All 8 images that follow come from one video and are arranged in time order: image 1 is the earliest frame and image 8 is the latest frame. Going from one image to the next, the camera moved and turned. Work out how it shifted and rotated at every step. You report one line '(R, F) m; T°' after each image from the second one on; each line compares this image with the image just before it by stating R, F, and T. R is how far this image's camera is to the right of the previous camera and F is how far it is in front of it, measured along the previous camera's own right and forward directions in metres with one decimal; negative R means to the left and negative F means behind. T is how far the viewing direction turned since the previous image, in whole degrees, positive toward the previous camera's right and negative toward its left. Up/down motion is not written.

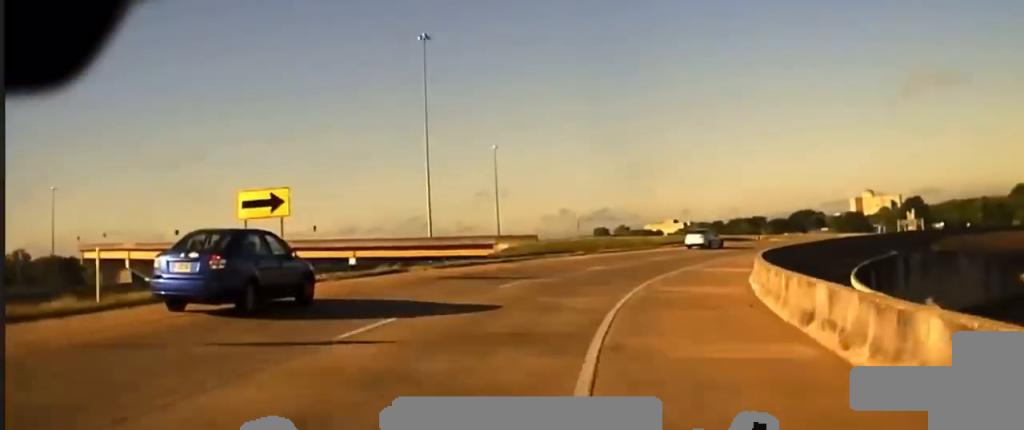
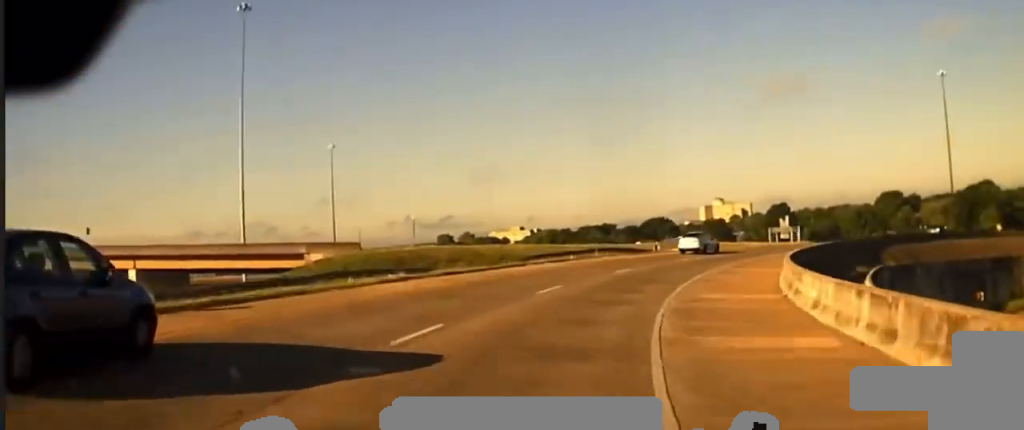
(+2.2, +28.6) m; +9°
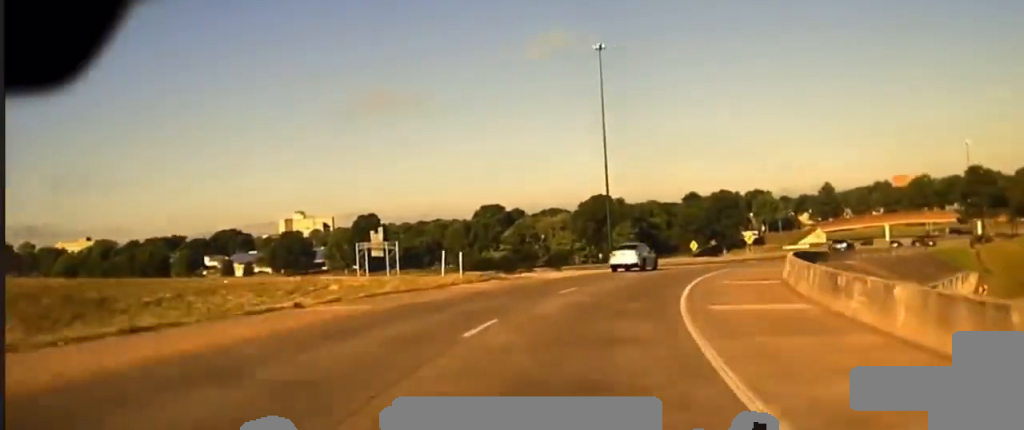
(+13.2, +59.0) m; +28°
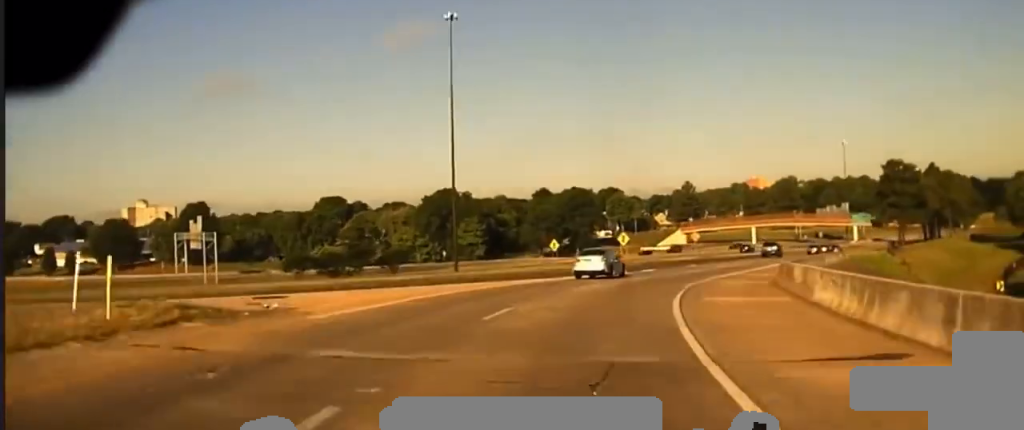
(+1.7, +18.9) m; +9°
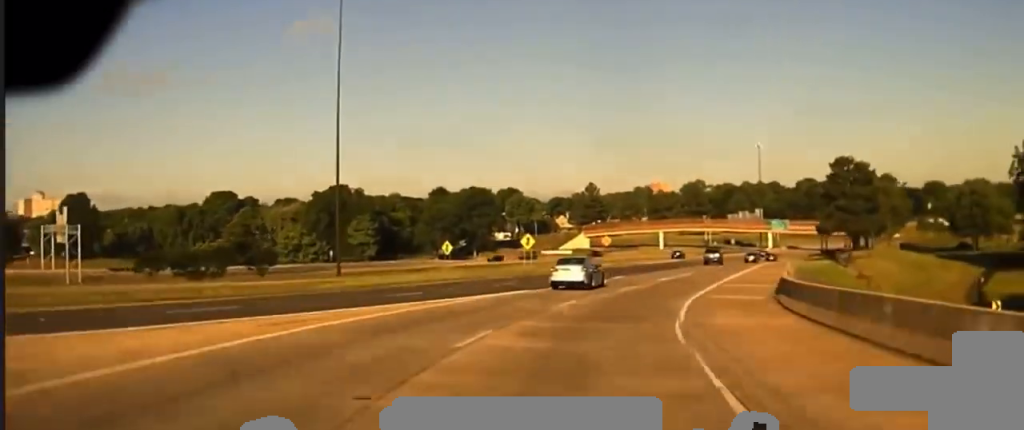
(+0.7, +13.3) m; +6°
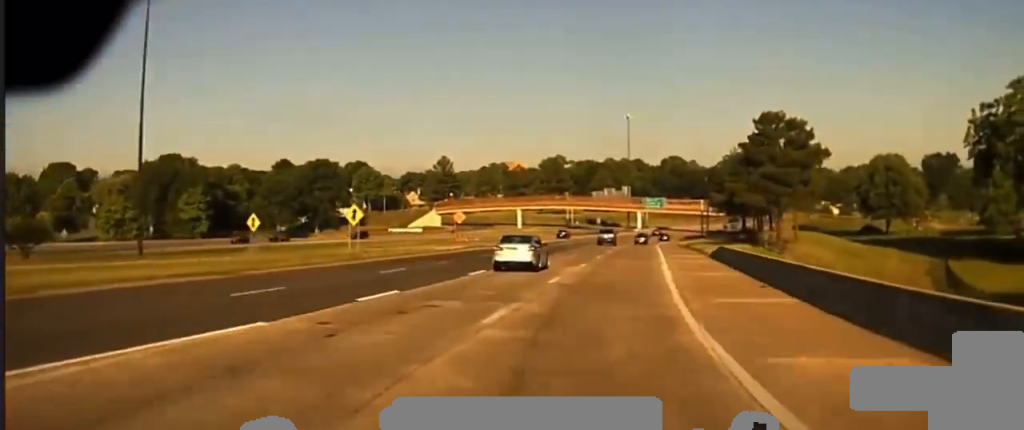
(+1.3, +19.6) m; +9°
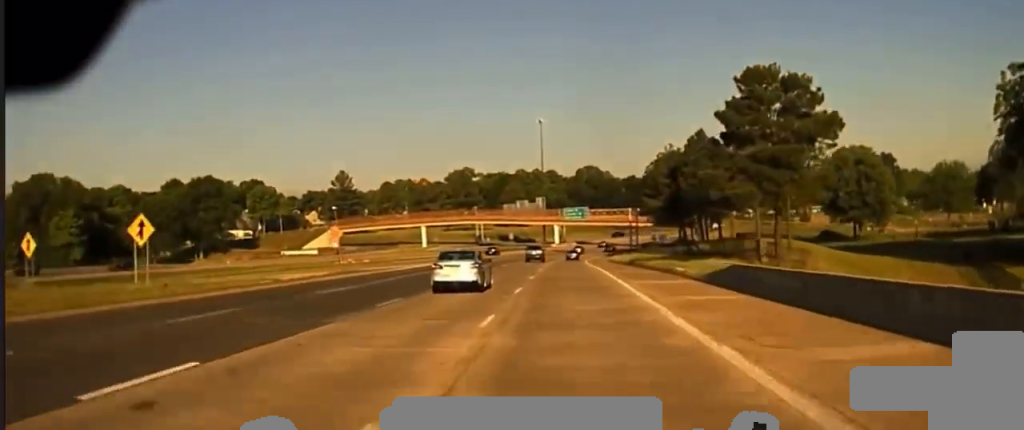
(+1.5, +21.3) m; +7°
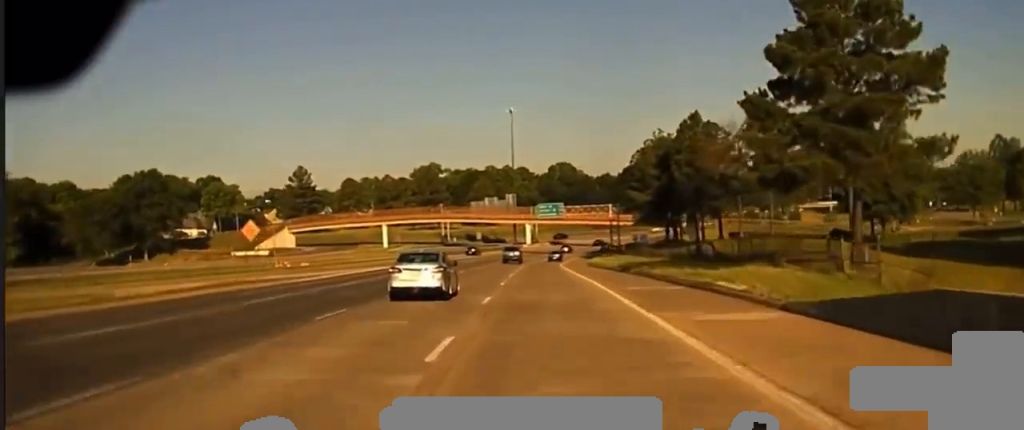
(+0.9, +16.5) m; +3°
